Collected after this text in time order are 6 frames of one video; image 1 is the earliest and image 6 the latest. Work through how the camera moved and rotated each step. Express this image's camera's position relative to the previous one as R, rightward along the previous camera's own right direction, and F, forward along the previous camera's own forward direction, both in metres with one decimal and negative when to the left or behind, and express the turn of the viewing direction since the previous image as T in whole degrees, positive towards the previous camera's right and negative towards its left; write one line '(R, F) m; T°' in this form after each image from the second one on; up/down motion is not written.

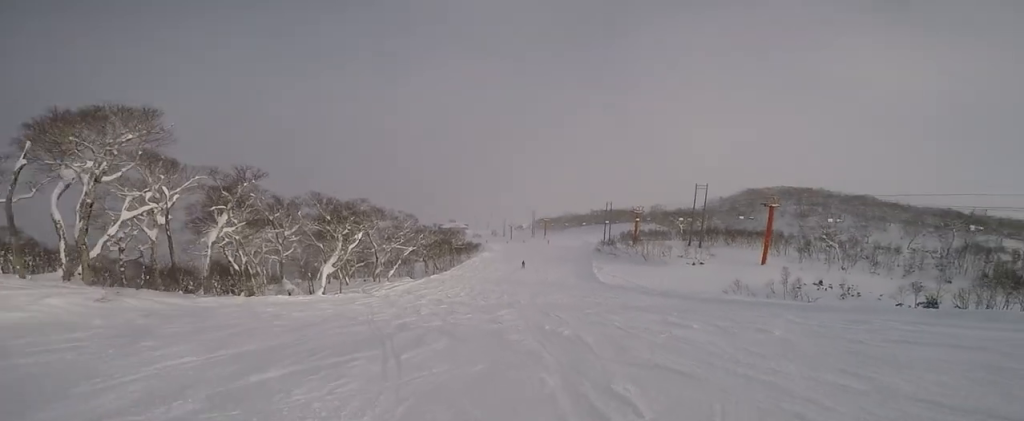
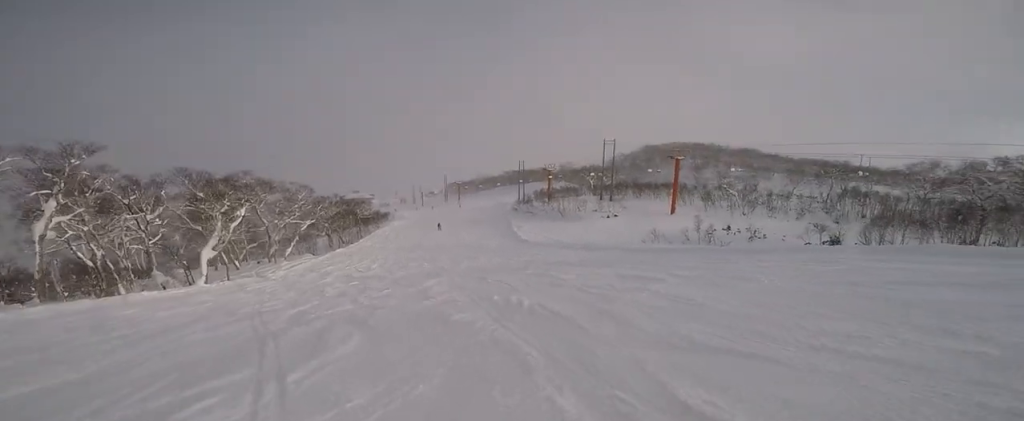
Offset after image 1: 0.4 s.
(+0.4, +2.6) m; +5°
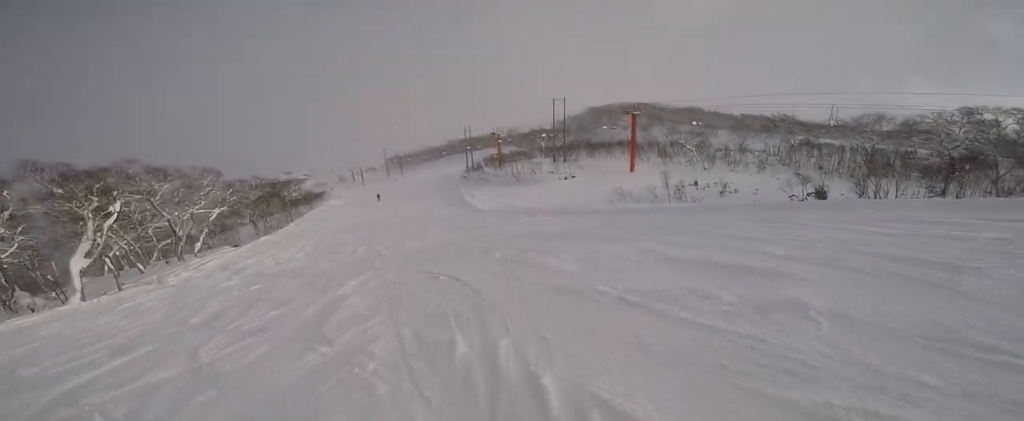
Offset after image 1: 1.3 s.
(+1.1, +5.9) m; +5°
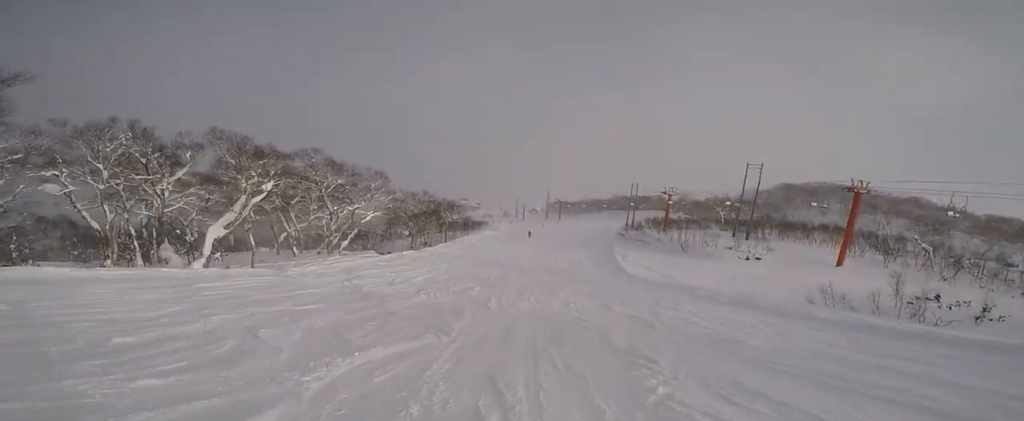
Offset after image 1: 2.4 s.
(-0.7, +7.5) m; -12°
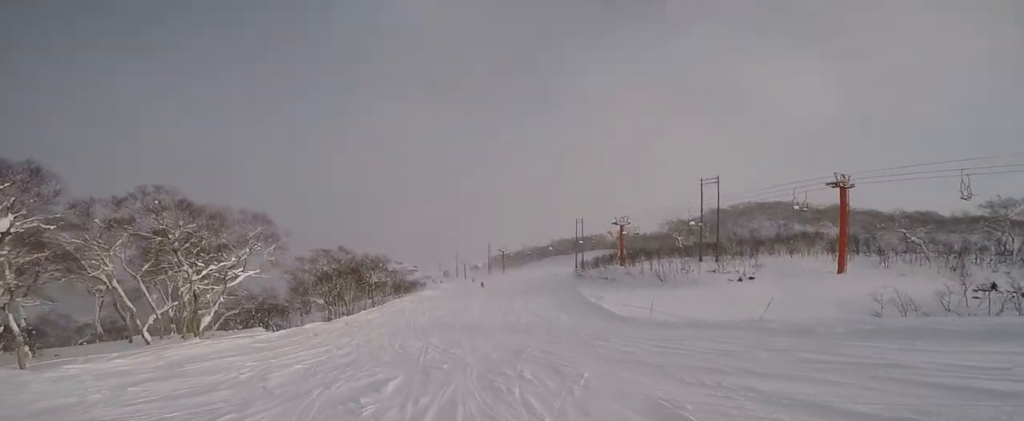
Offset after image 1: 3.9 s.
(-0.3, +12.5) m; -3°
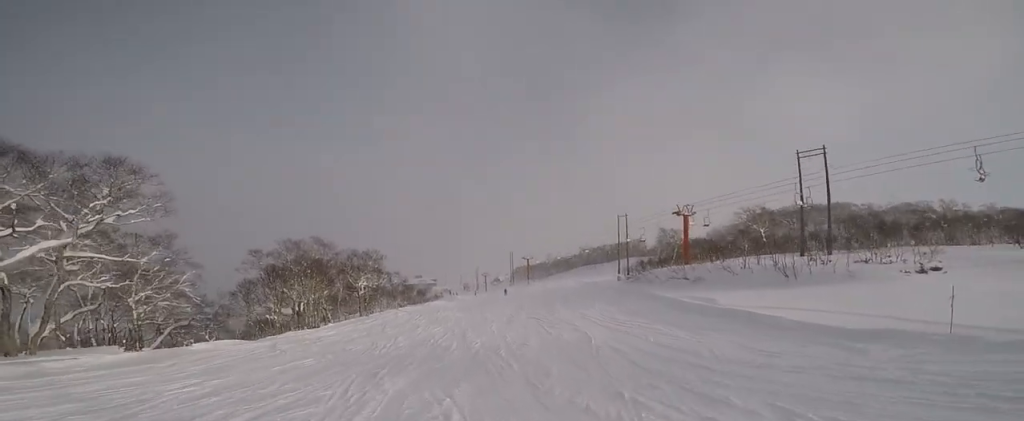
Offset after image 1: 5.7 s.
(-0.3, +16.6) m; -1°
